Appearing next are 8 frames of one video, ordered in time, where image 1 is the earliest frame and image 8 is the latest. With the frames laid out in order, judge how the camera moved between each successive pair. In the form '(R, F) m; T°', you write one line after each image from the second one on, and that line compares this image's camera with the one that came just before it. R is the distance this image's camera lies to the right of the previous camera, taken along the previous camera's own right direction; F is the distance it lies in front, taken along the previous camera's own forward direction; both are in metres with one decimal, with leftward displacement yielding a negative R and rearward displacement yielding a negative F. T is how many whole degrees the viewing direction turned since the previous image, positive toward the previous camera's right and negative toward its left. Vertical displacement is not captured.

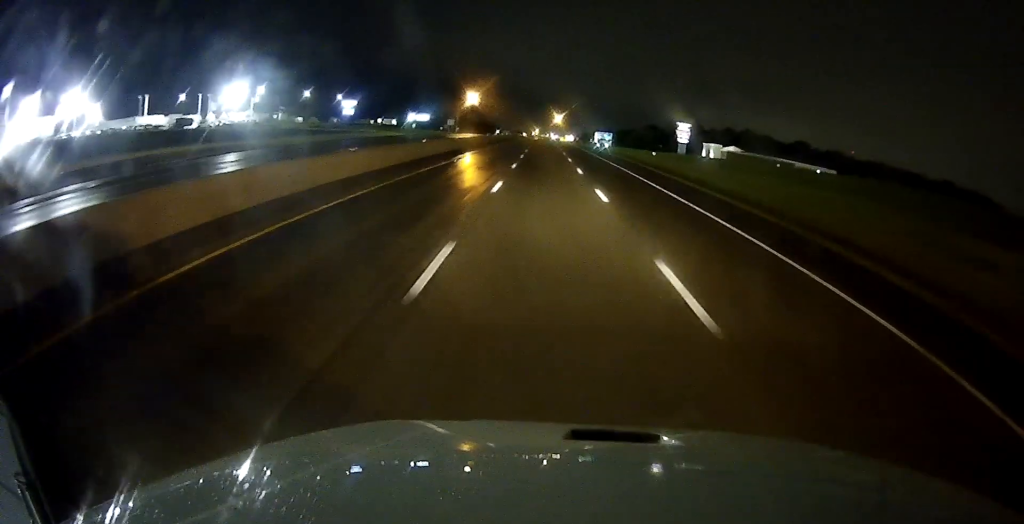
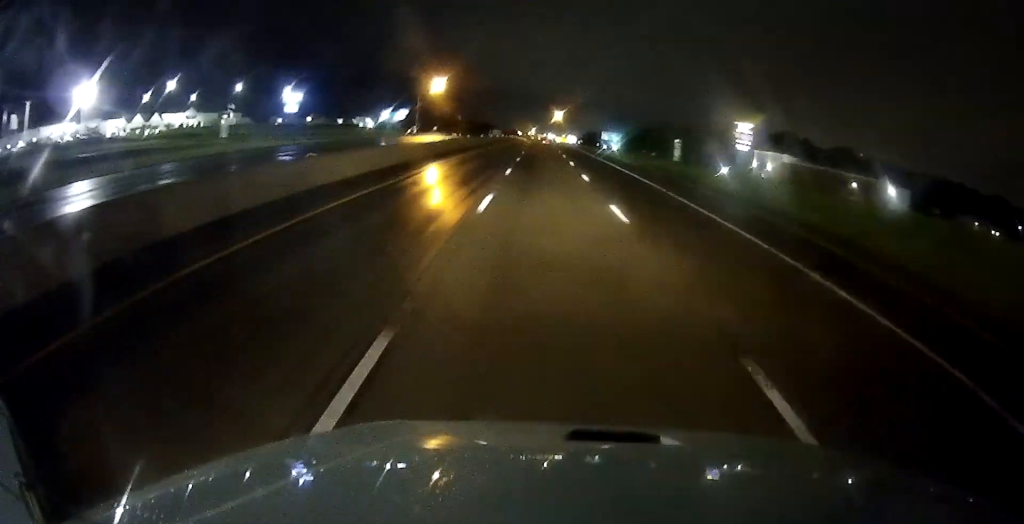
(+0.5, +65.8) m; 0°
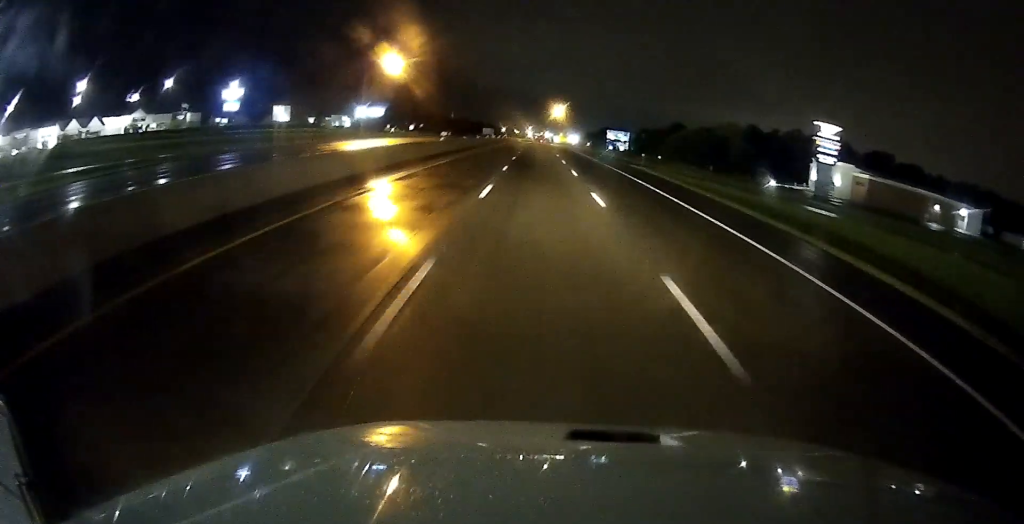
(+0.3, +45.7) m; +1°
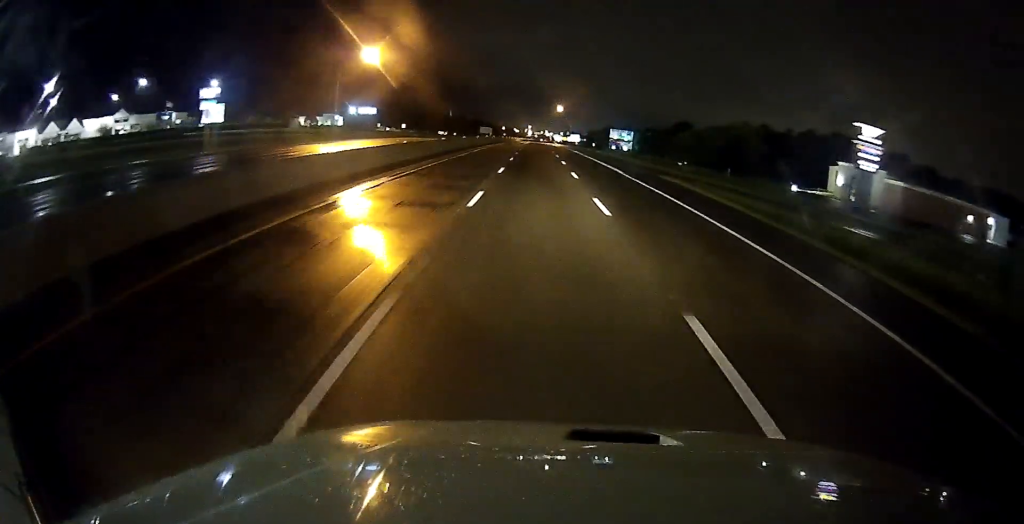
(0.0, +14.2) m; 0°
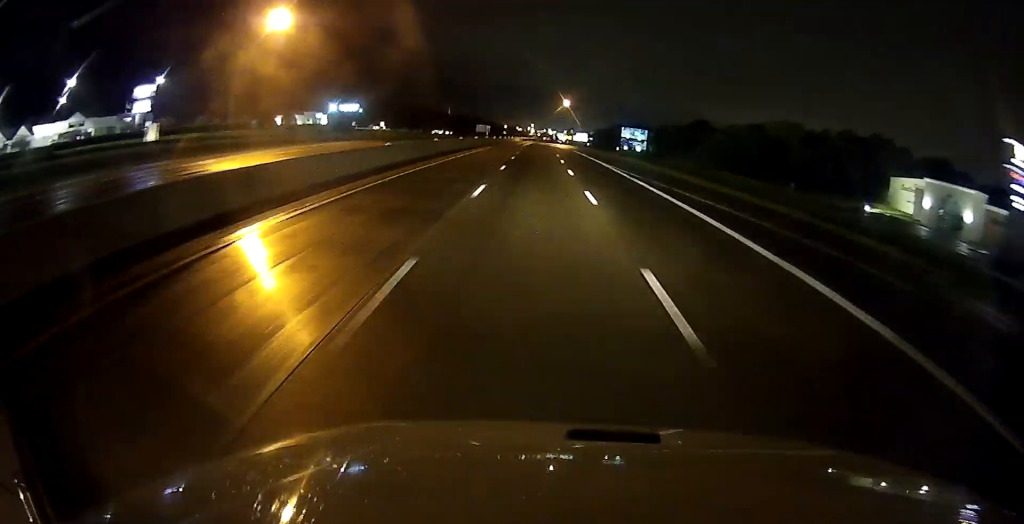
(0.0, +34.5) m; -1°
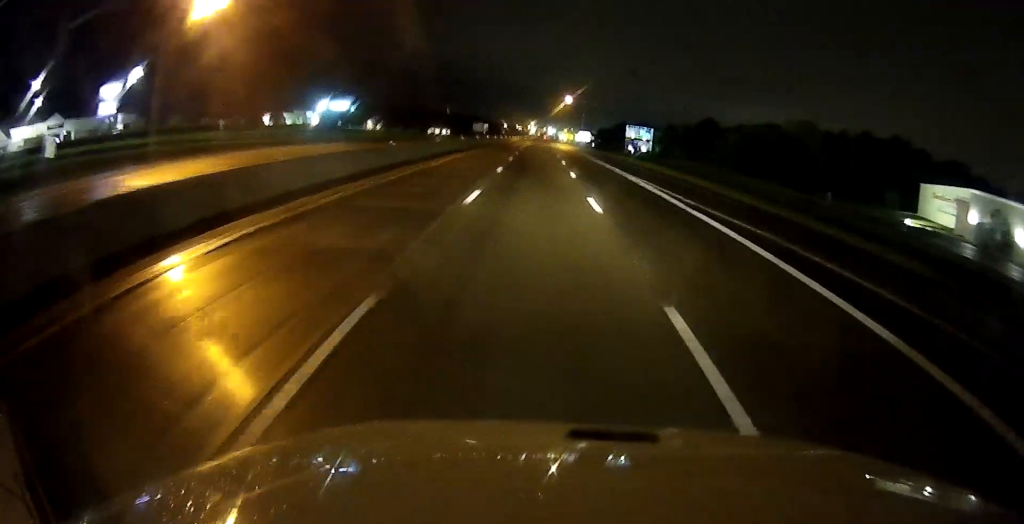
(+0.2, +14.2) m; -1°
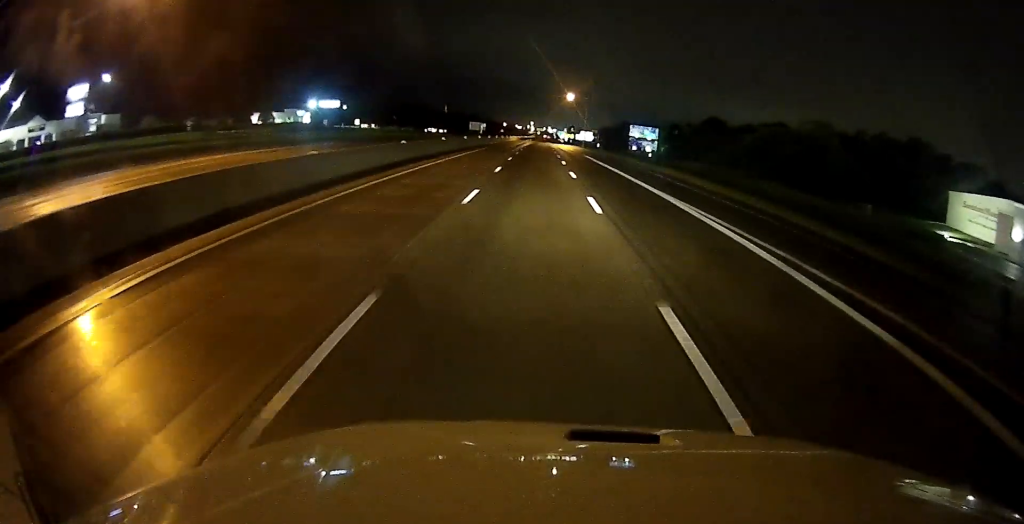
(-0.3, +12.2) m; 0°
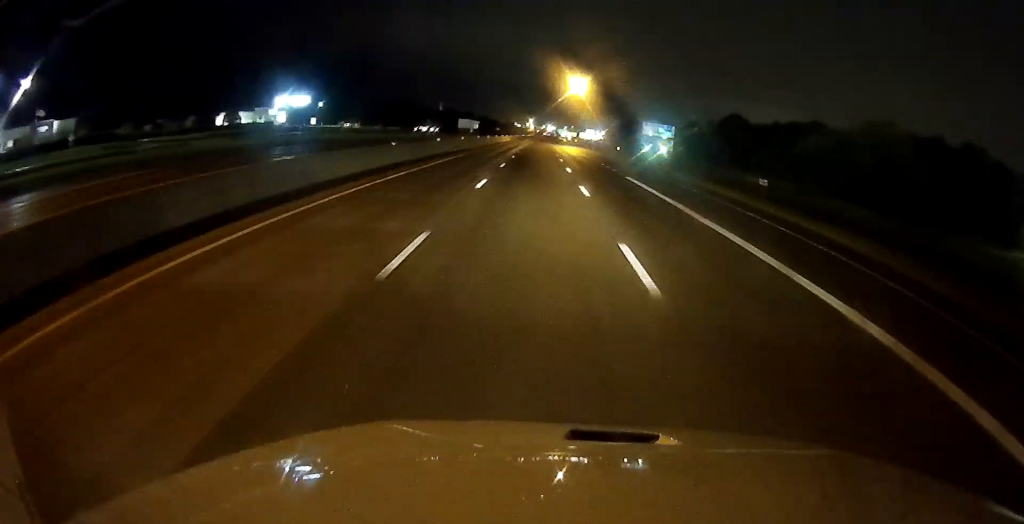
(-0.1, +32.7) m; +1°
